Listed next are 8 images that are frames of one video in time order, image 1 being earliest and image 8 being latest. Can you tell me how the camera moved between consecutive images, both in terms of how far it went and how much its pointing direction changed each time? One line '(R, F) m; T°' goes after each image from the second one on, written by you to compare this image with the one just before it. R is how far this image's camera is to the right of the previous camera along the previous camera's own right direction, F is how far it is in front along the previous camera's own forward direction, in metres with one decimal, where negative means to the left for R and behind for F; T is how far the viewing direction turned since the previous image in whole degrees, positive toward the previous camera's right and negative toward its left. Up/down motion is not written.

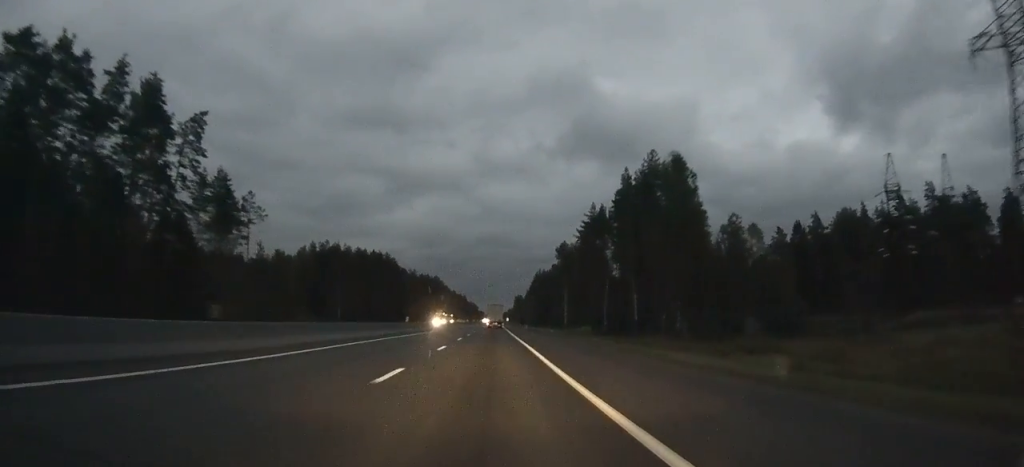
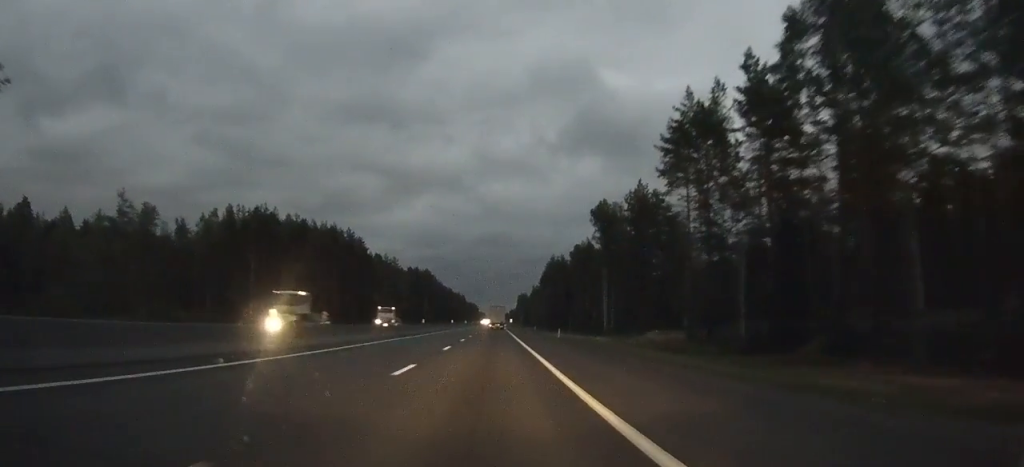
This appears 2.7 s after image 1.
(0.0, +57.4) m; 0°
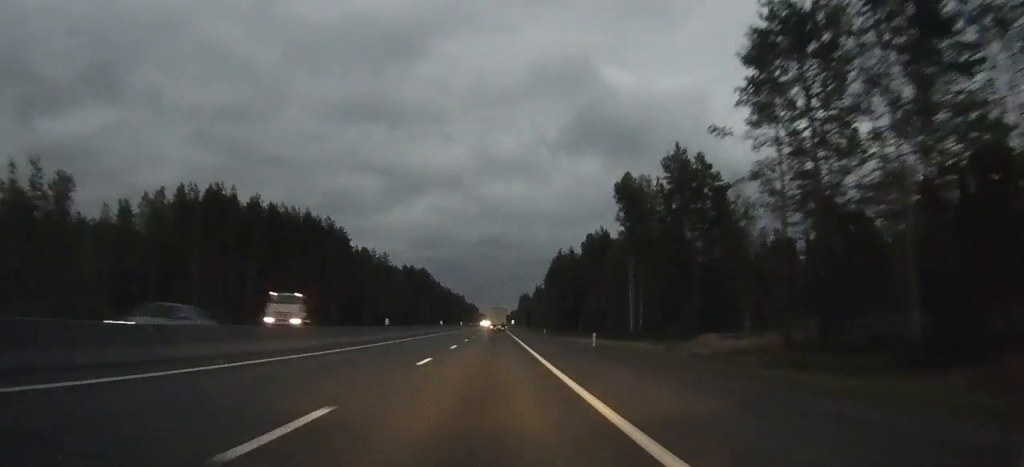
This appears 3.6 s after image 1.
(0.0, +20.4) m; 0°
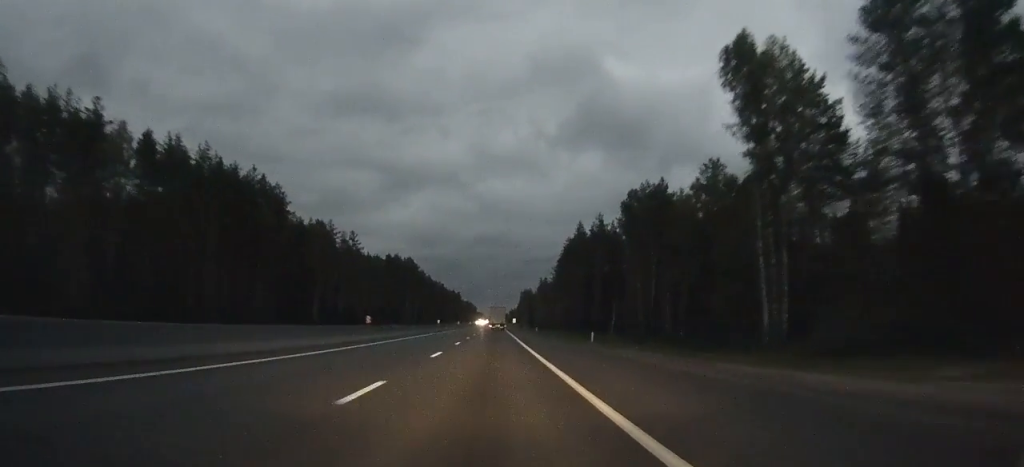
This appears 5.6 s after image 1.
(0.0, +43.9) m; 0°
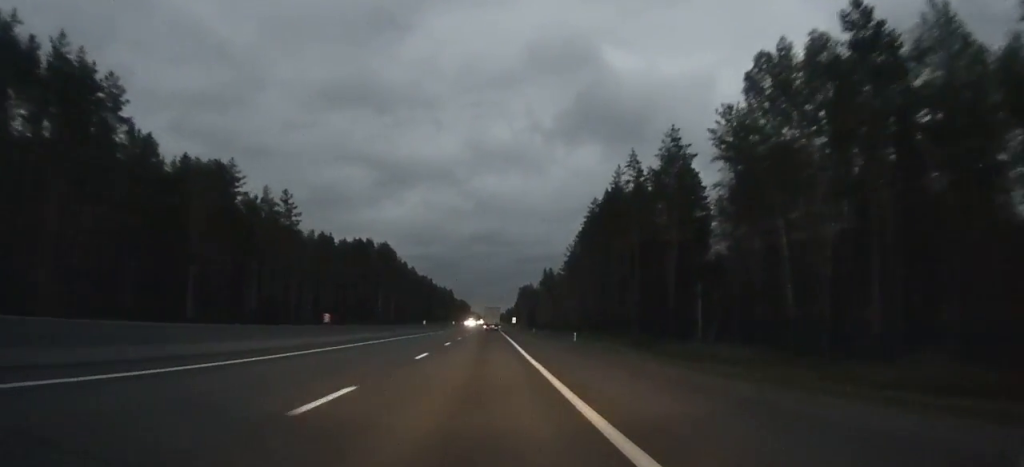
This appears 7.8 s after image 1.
(+0.1, +48.9) m; 0°
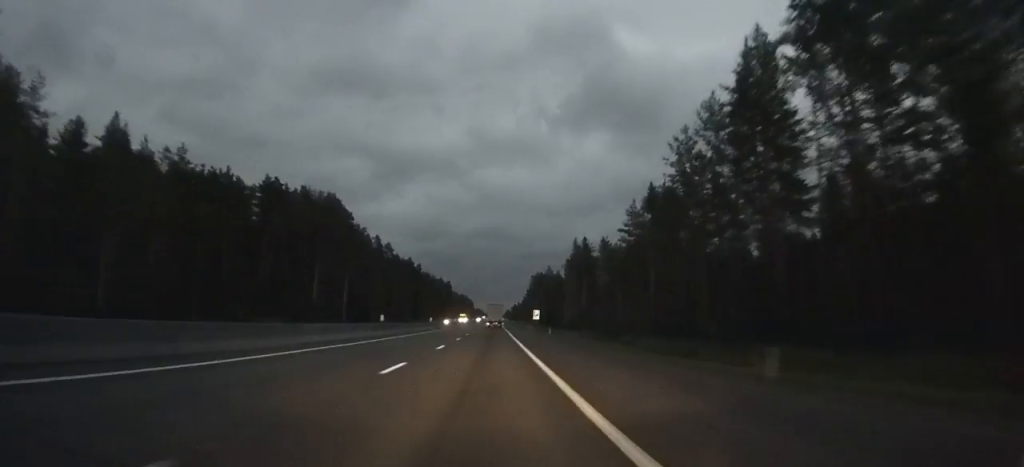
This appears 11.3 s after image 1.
(+0.1, +78.1) m; 0°
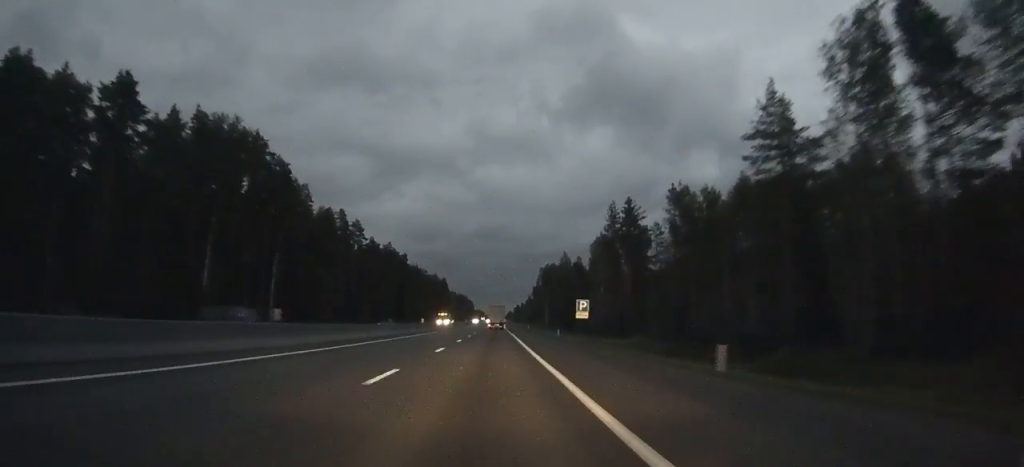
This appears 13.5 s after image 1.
(-0.3, +49.9) m; 0°
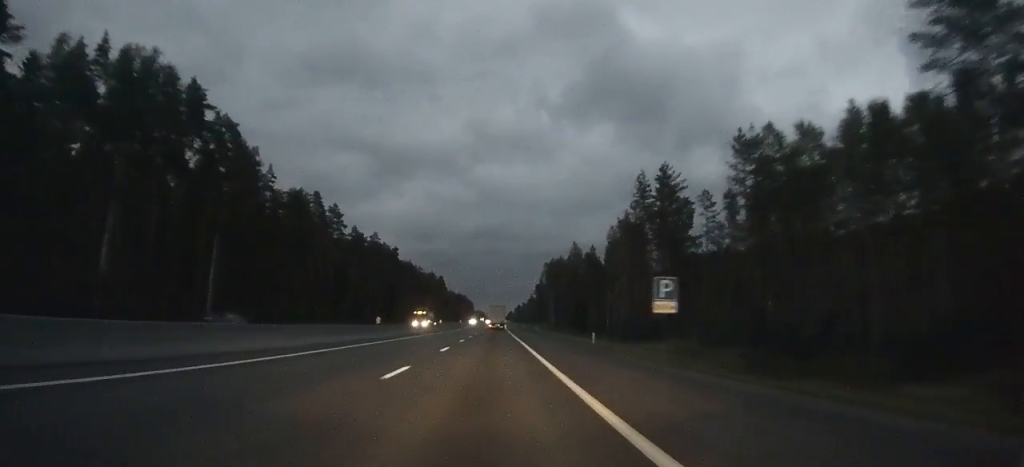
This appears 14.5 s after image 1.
(0.0, +22.7) m; 0°
